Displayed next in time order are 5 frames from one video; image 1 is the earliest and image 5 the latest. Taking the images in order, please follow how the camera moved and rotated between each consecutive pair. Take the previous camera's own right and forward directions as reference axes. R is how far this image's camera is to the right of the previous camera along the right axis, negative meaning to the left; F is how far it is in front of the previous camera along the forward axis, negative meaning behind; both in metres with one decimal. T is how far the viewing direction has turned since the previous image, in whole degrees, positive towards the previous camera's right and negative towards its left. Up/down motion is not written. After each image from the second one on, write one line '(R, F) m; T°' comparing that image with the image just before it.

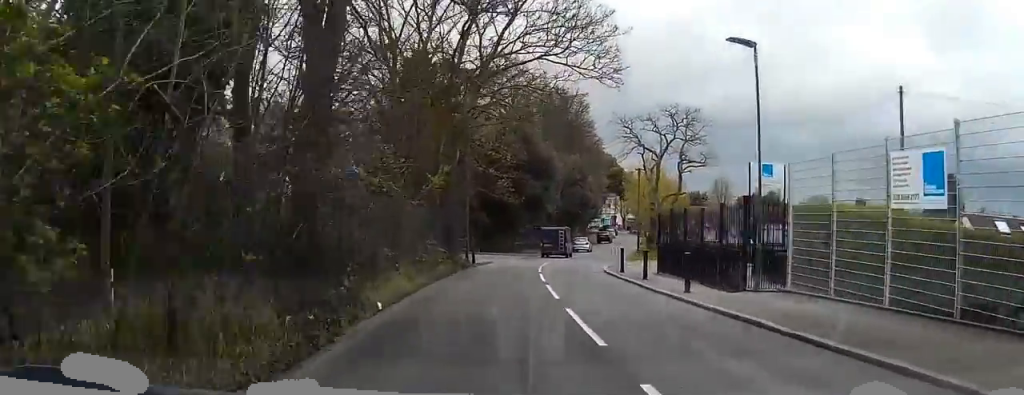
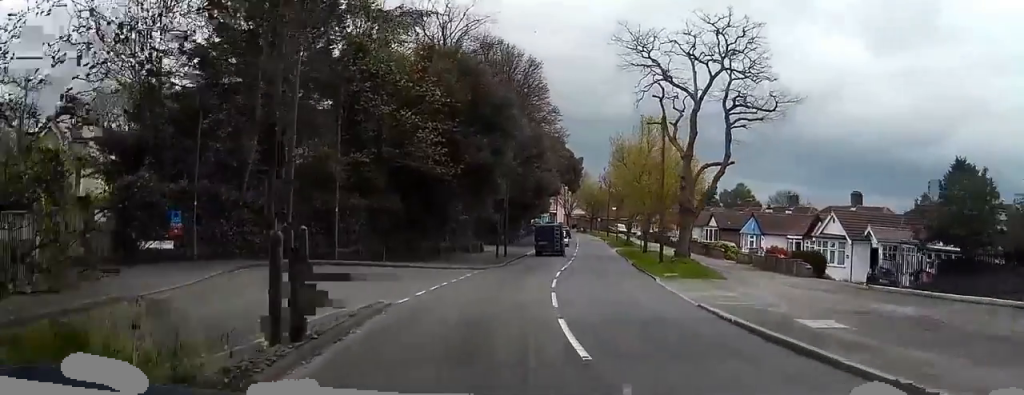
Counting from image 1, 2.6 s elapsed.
(+1.2, +27.0) m; +5°
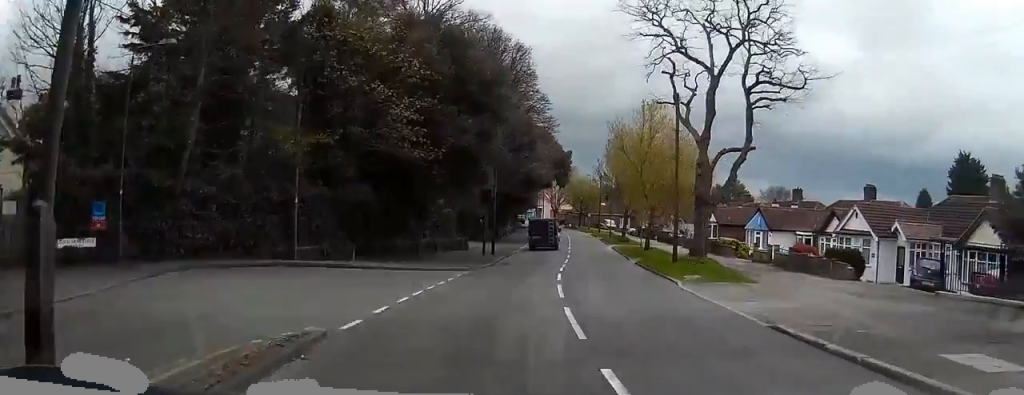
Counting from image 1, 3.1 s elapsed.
(+0.1, +5.0) m; +2°
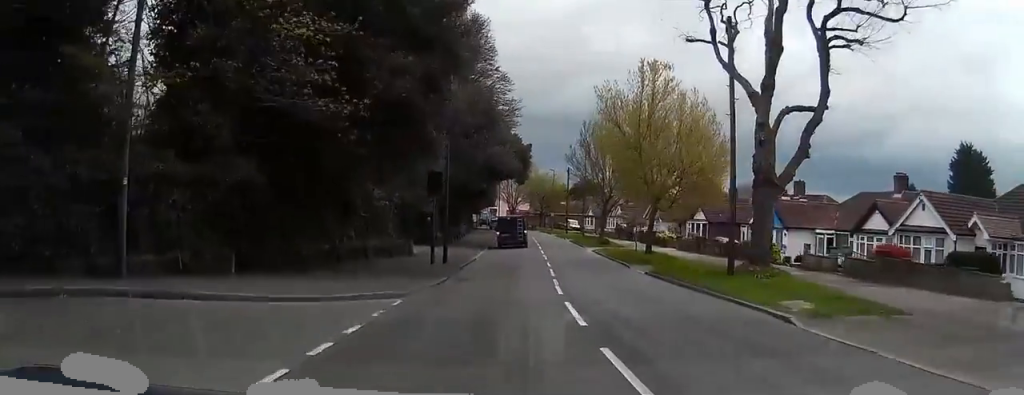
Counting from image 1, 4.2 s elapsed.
(+0.5, +11.4) m; +4°
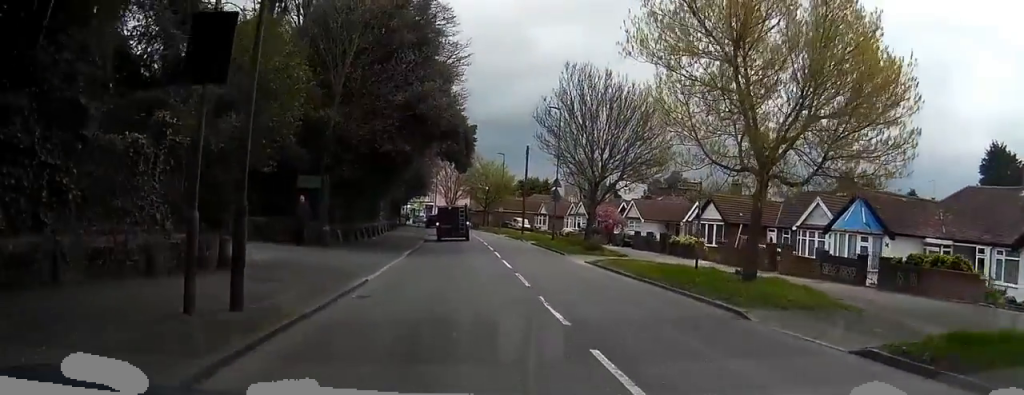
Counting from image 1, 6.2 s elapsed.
(+0.7, +20.0) m; +4°
